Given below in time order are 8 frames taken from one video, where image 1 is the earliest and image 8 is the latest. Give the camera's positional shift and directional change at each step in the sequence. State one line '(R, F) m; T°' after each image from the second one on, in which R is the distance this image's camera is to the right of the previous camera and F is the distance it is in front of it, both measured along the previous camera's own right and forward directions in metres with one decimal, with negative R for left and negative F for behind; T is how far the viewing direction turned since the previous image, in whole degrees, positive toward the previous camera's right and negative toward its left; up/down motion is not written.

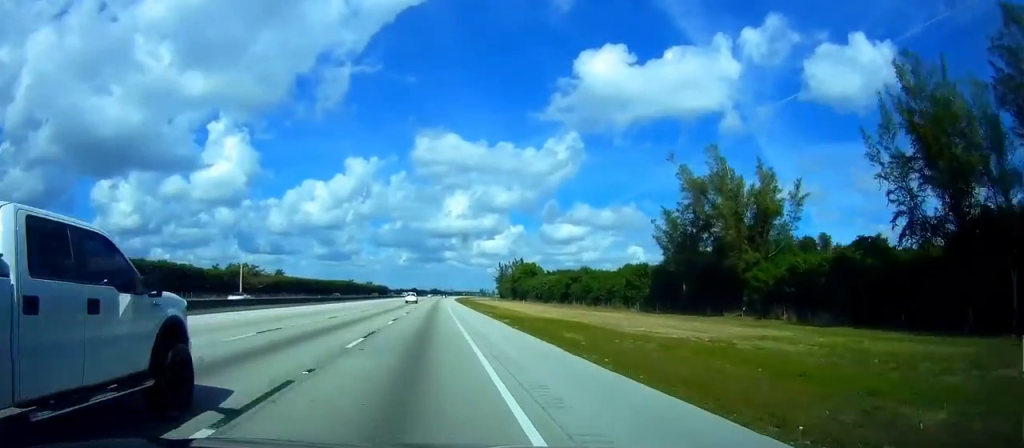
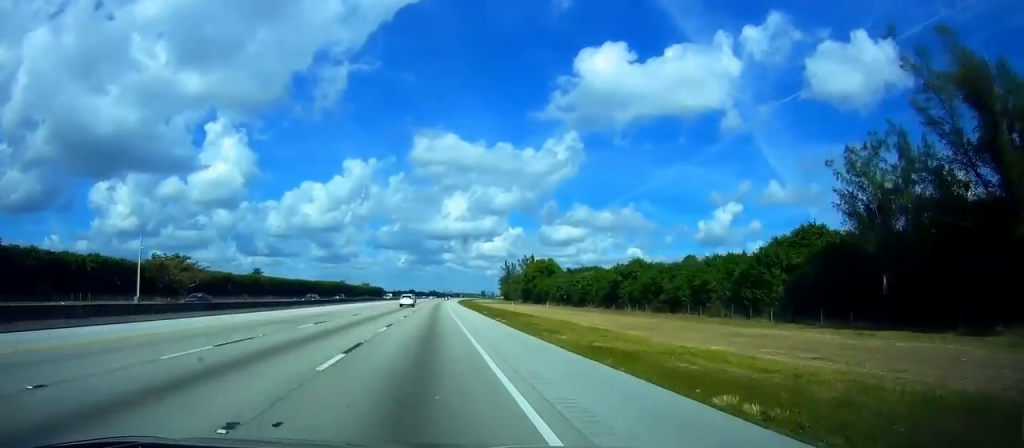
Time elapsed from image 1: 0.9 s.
(-0.2, +40.9) m; 0°
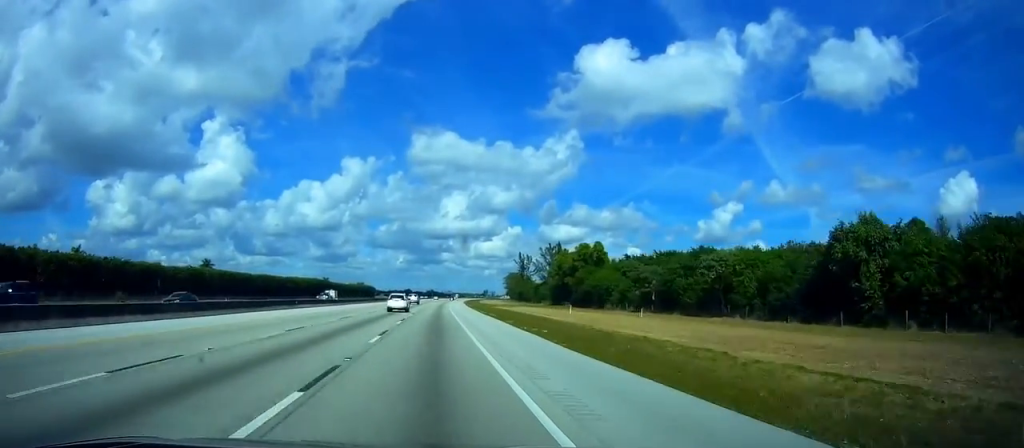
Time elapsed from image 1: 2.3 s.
(+0.4, +65.9) m; +1°
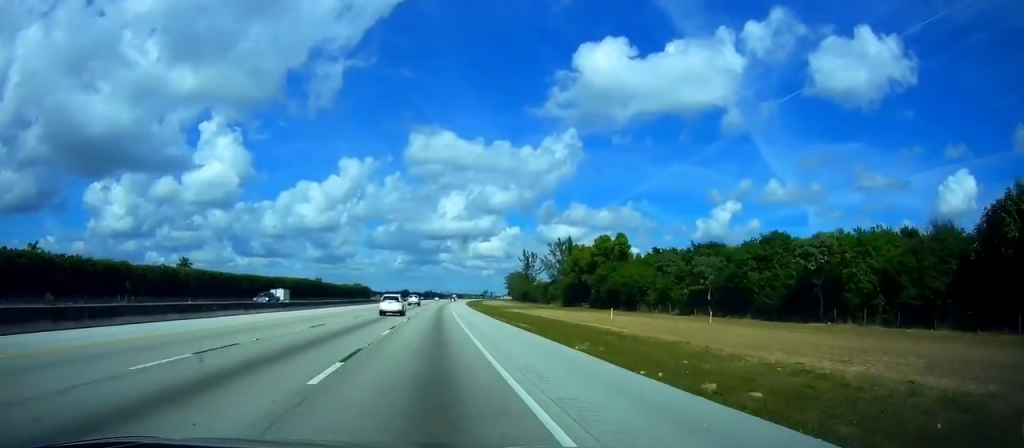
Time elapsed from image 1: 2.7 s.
(0.0, +20.4) m; 0°
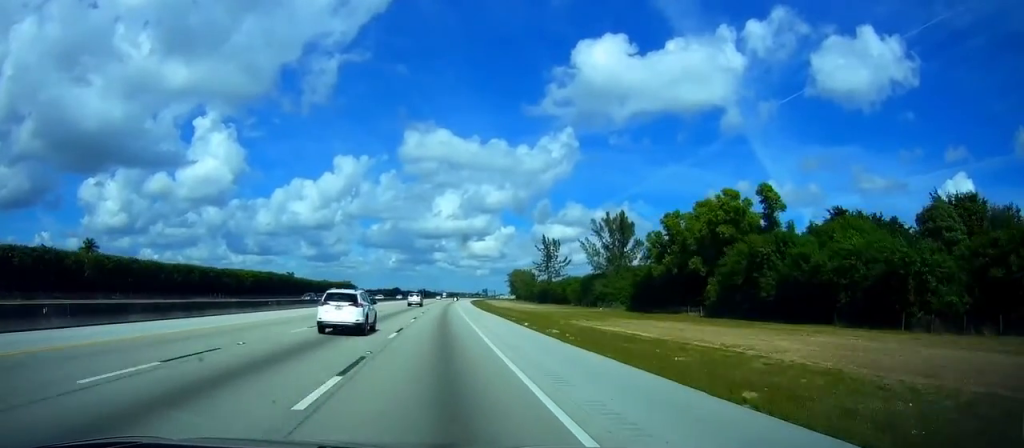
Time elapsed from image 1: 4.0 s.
(-0.7, +62.8) m; -1°
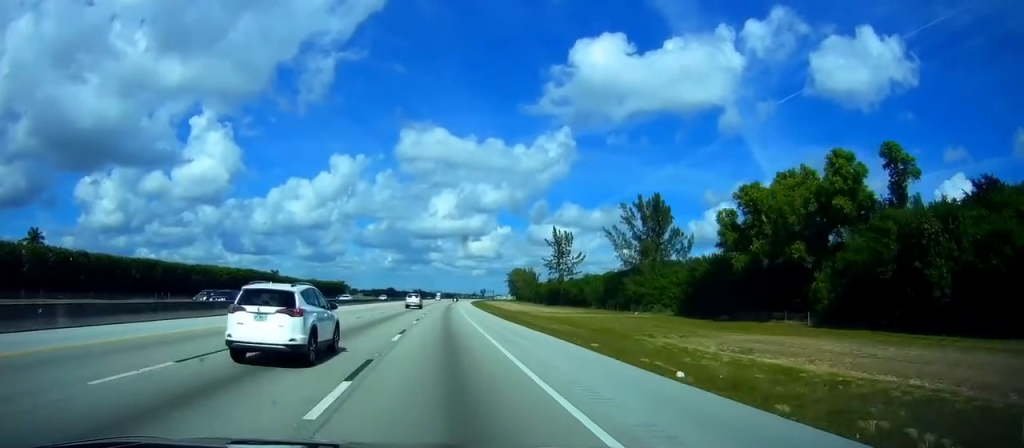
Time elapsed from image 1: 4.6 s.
(0.0, +25.1) m; 0°
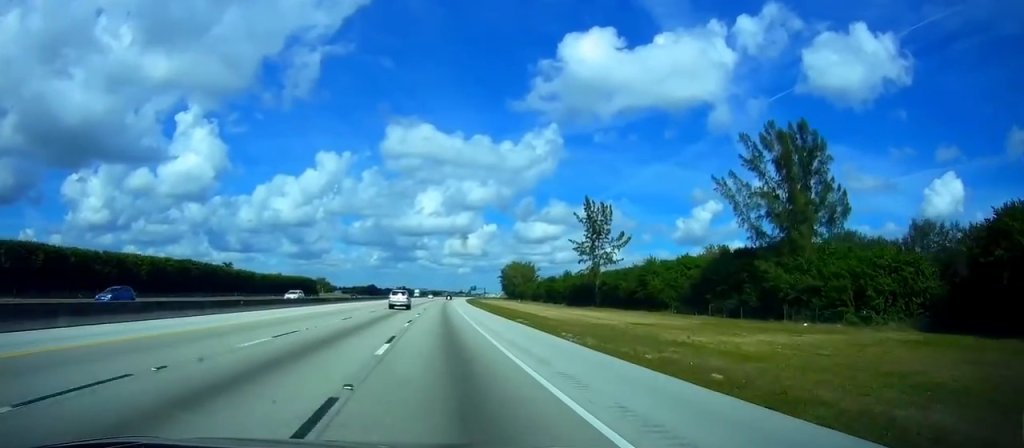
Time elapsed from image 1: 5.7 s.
(+0.7, +53.4) m; +1°
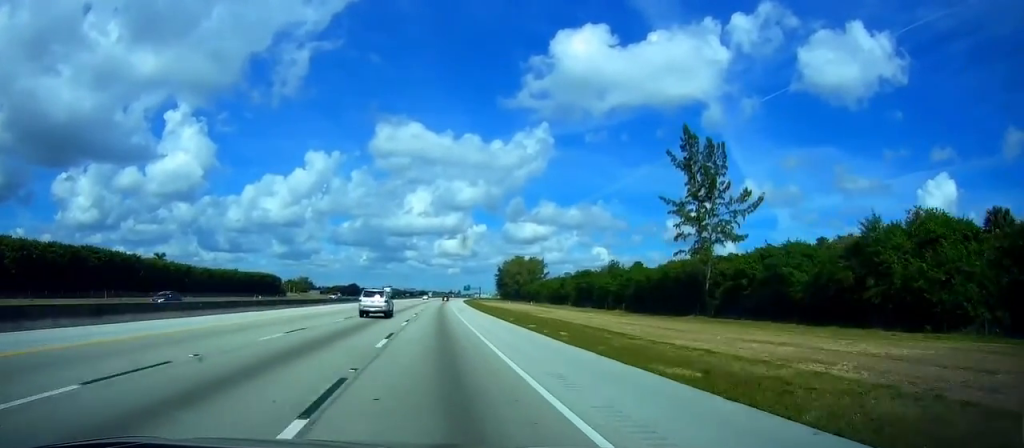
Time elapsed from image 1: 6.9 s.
(+0.6, +58.4) m; +1°
